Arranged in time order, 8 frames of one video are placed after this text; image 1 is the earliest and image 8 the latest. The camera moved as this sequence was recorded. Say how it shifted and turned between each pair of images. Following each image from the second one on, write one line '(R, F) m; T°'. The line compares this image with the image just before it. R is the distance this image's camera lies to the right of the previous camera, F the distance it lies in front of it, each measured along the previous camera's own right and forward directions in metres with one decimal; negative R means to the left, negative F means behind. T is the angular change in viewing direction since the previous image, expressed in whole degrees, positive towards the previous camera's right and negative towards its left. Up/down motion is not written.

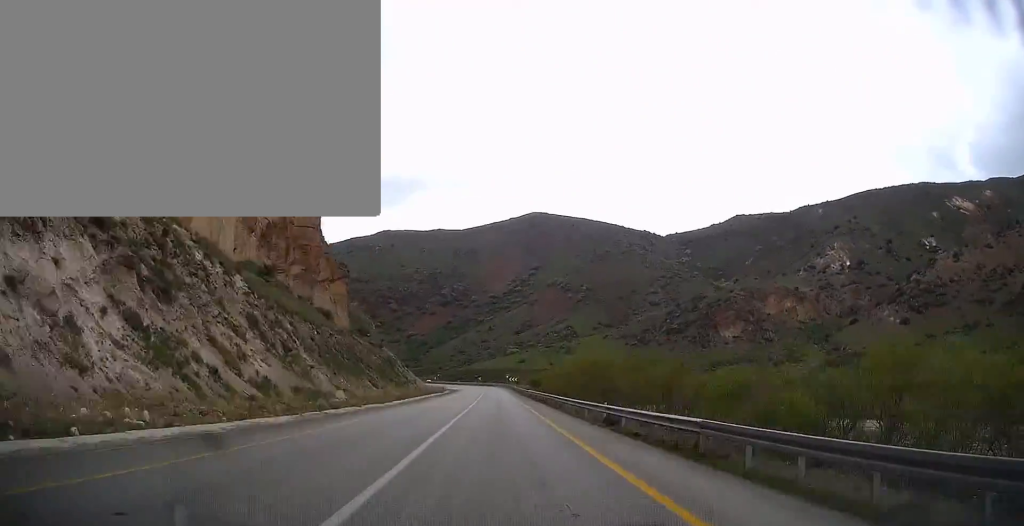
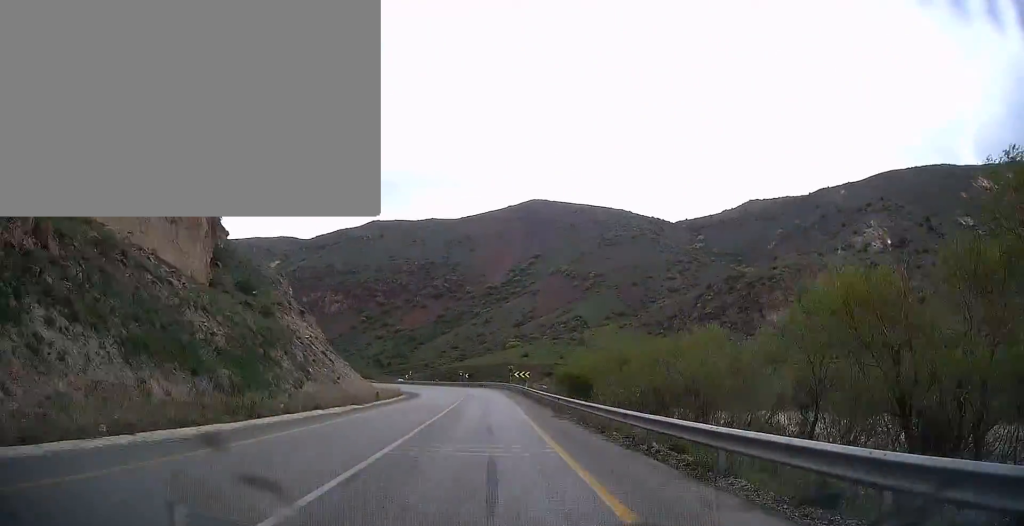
(+2.6, +57.3) m; -6°
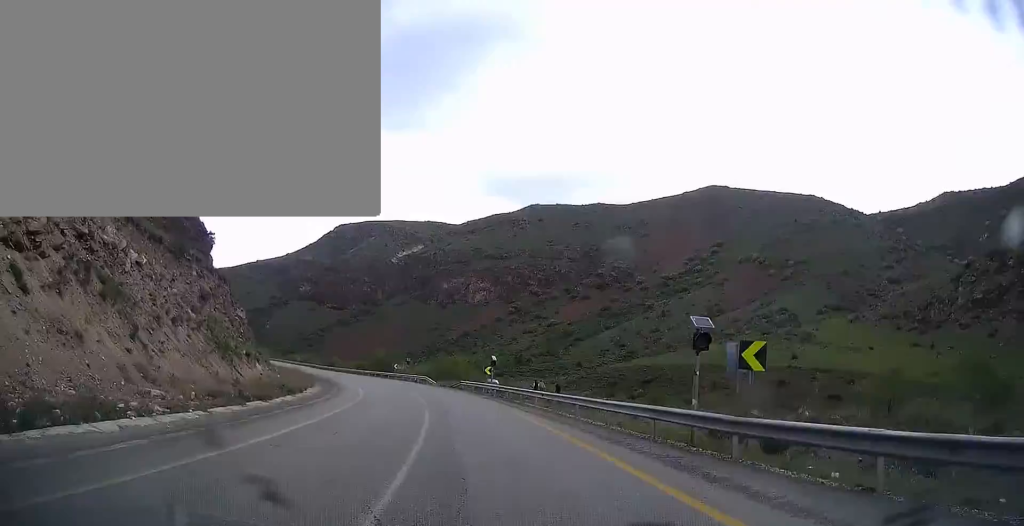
(-11.7, +88.2) m; -15°
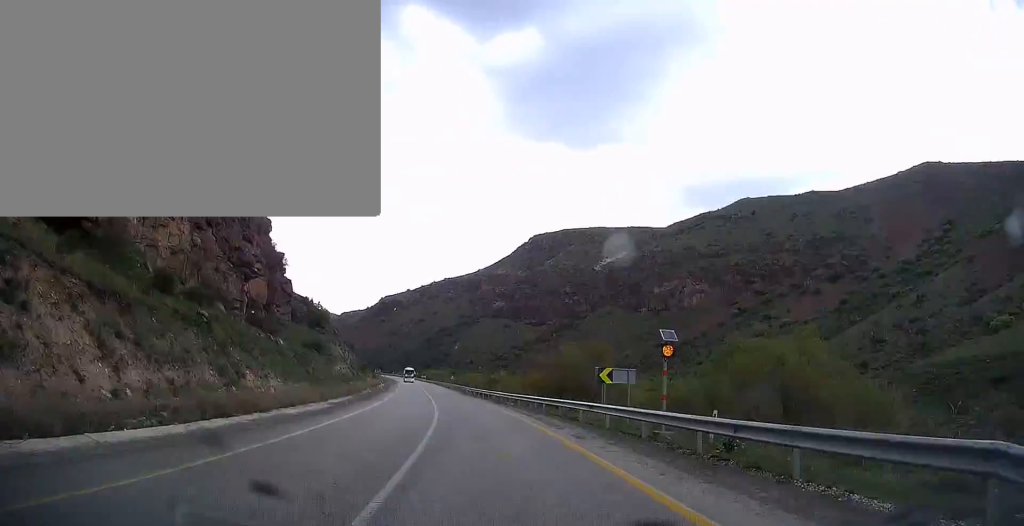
(-6.4, +66.4) m; -12°
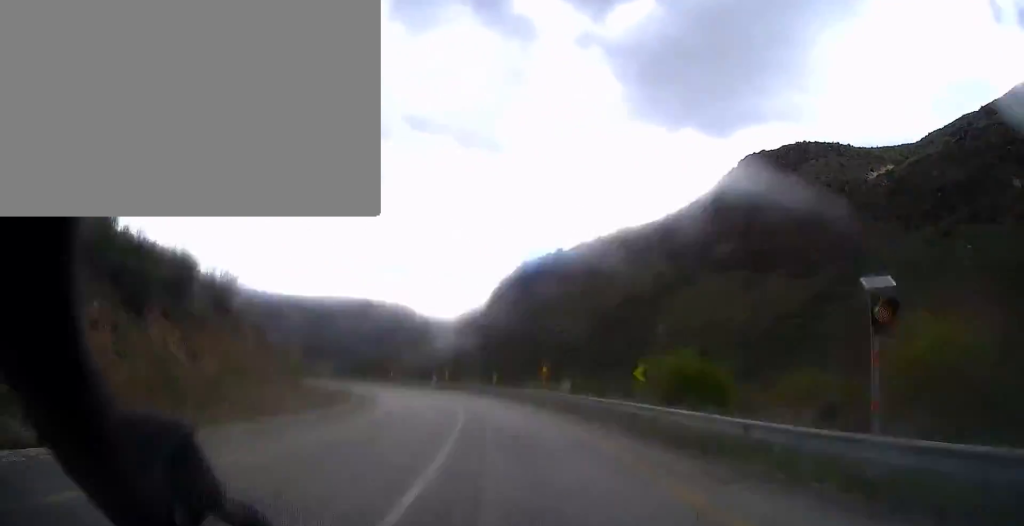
(-50.6, +252.5) m; -28°
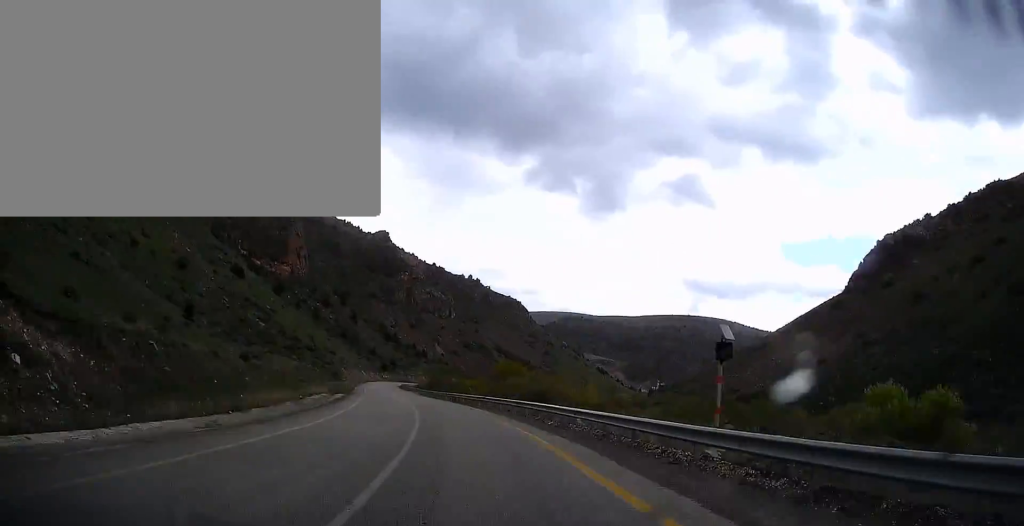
(-17.2, +88.4) m; -17°
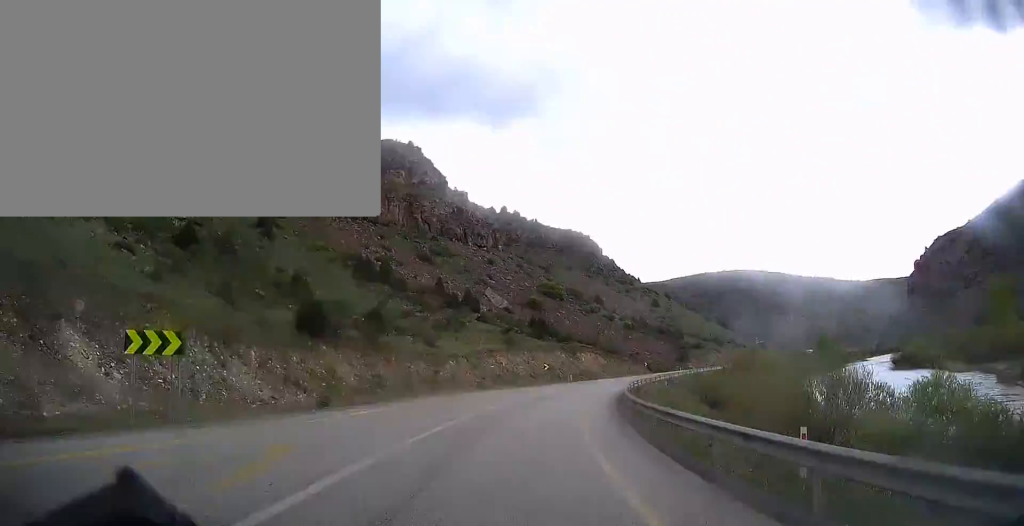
(-6.1, +239.8) m; +15°
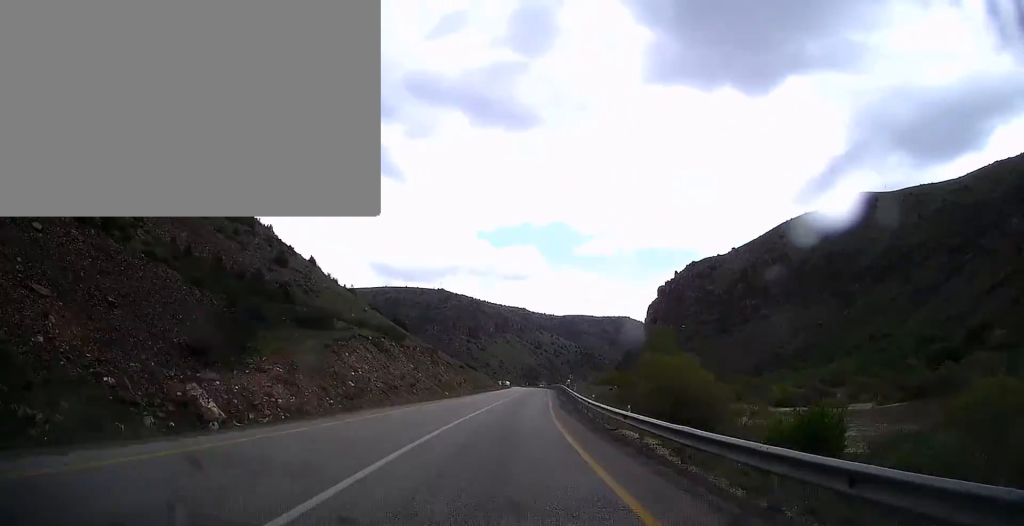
(+35.1, +159.6) m; +18°
